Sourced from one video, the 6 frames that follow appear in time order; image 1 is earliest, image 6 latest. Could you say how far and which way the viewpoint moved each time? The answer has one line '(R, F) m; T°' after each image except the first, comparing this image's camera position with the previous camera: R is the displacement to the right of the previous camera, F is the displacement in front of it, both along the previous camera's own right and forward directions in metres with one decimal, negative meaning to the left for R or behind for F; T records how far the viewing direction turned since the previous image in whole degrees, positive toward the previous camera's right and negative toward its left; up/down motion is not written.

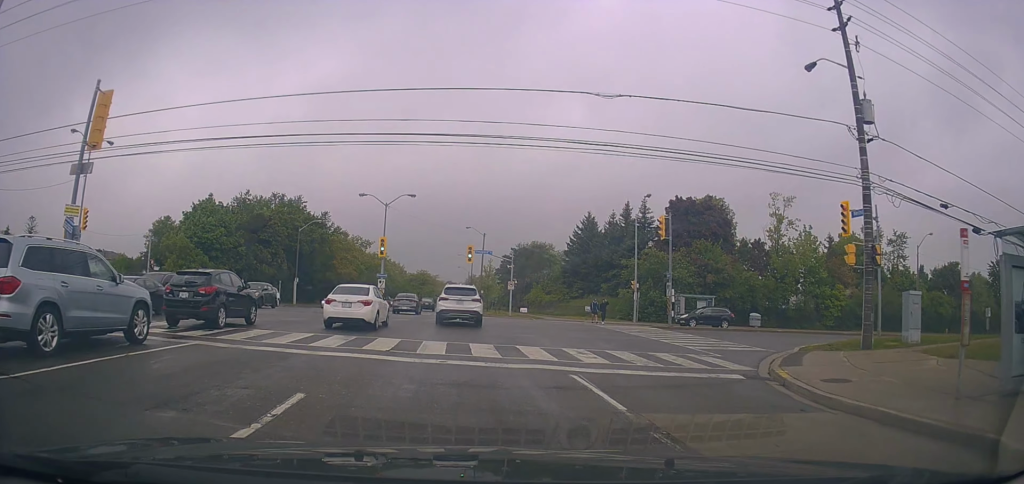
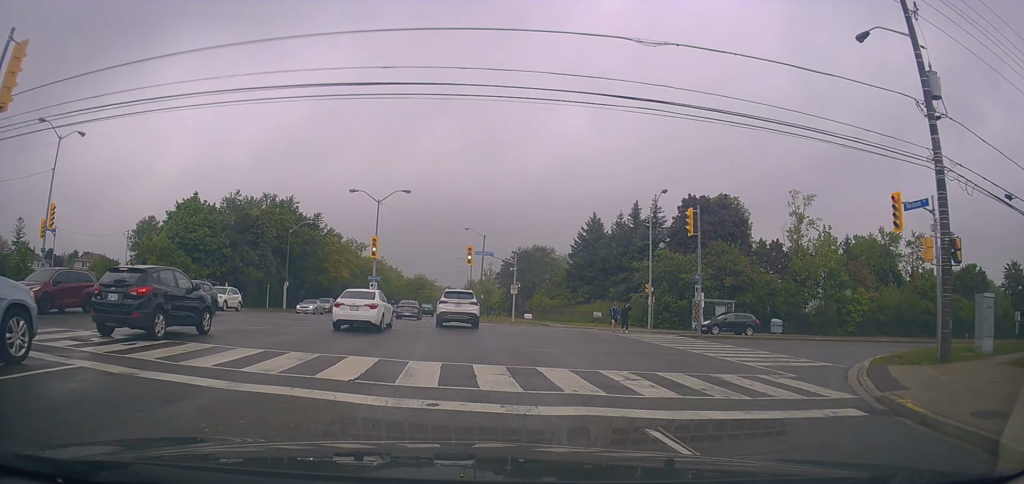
(+0.2, +3.8) m; -3°
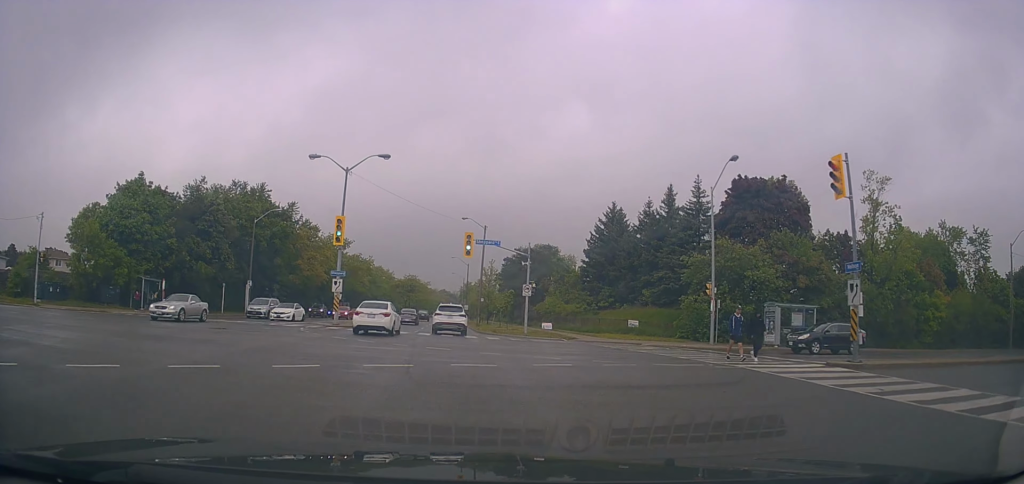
(-0.3, +11.4) m; +3°
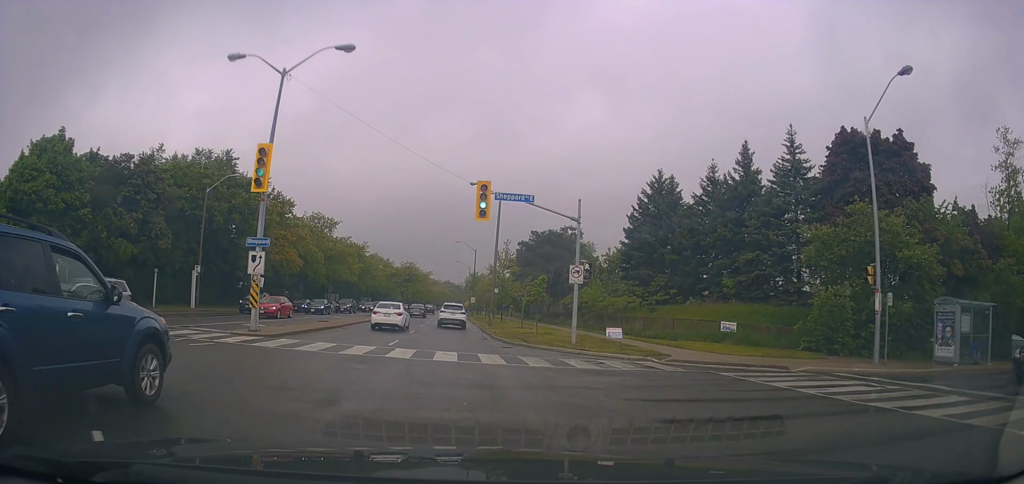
(+0.8, +13.7) m; -1°
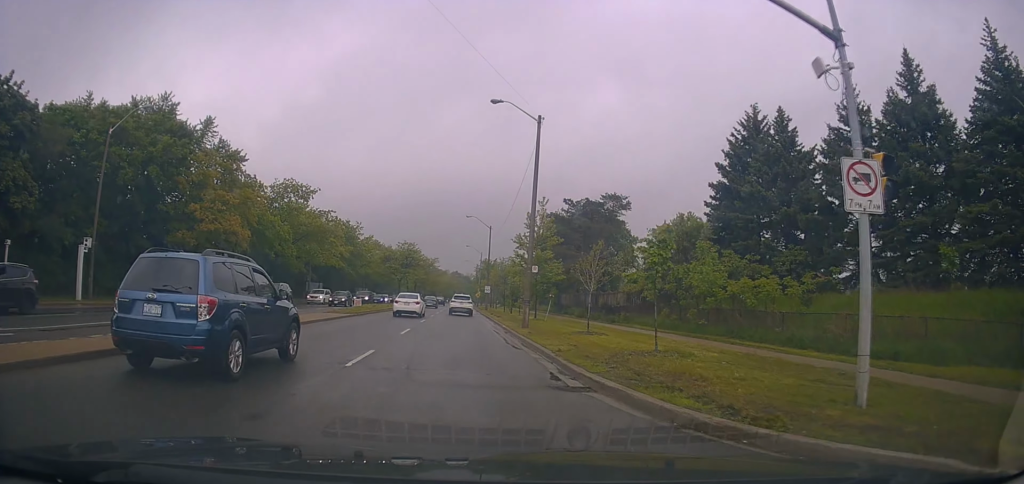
(-0.9, +17.1) m; -1°
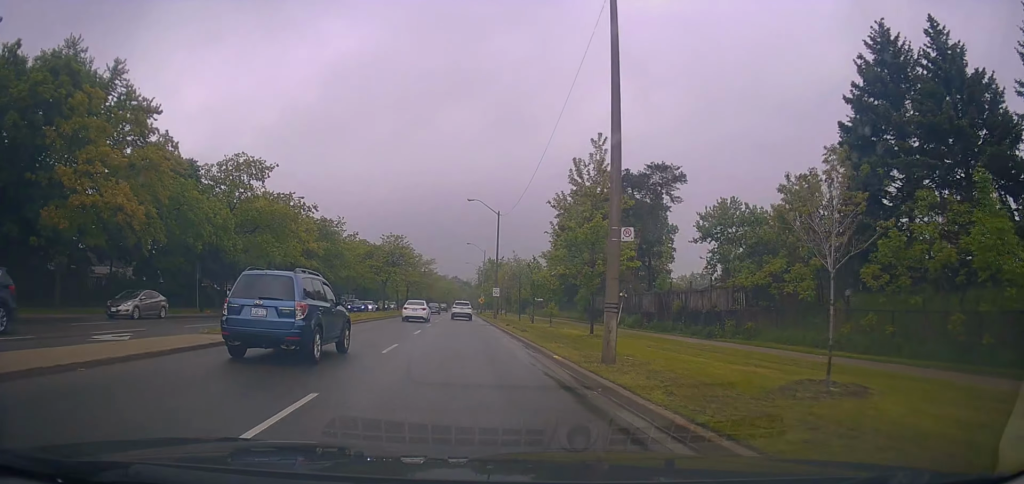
(+0.5, +14.3) m; 0°
